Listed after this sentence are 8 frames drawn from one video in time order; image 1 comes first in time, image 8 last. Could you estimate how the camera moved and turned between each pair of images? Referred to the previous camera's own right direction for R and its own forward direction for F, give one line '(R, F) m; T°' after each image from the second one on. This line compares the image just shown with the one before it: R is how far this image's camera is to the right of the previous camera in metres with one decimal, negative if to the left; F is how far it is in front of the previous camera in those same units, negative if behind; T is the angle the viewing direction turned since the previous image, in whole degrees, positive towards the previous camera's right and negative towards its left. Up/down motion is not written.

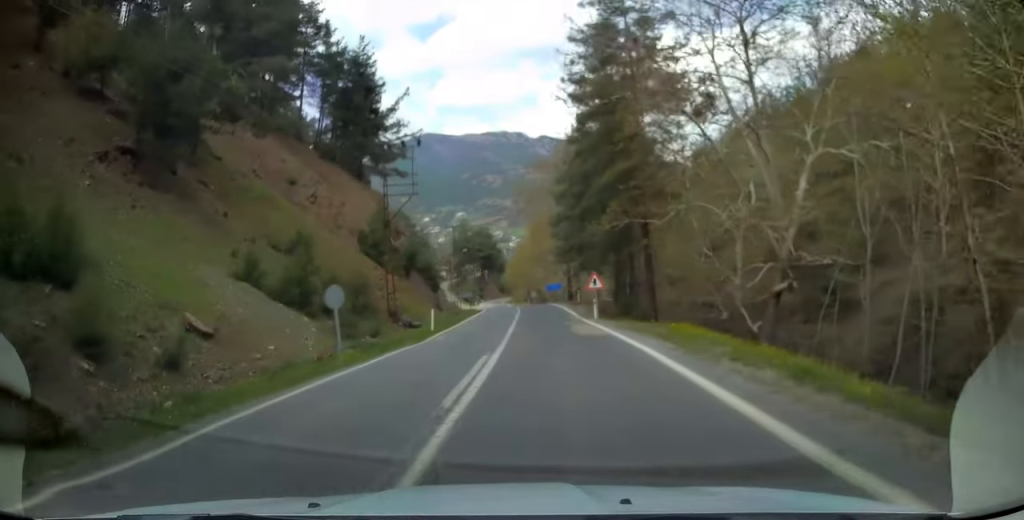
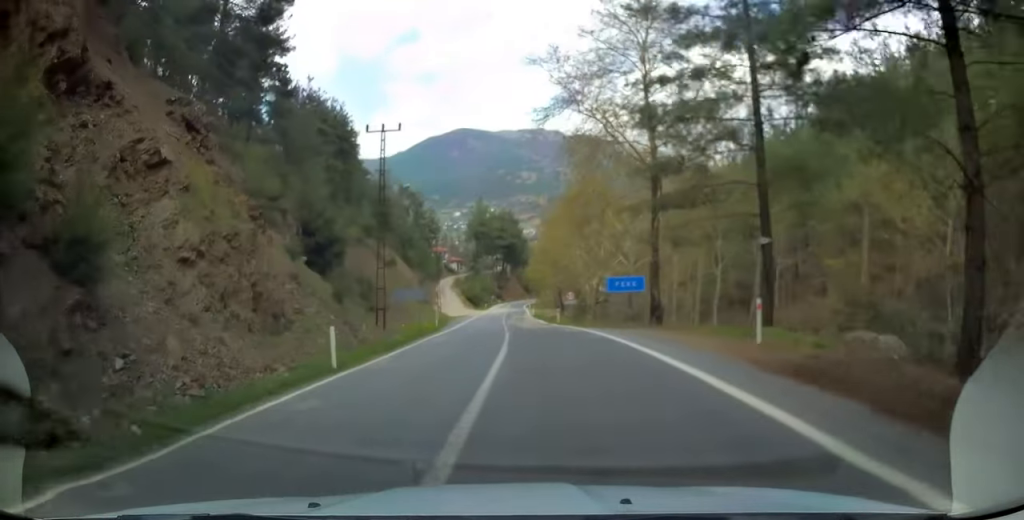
(-1.6, +44.2) m; -4°
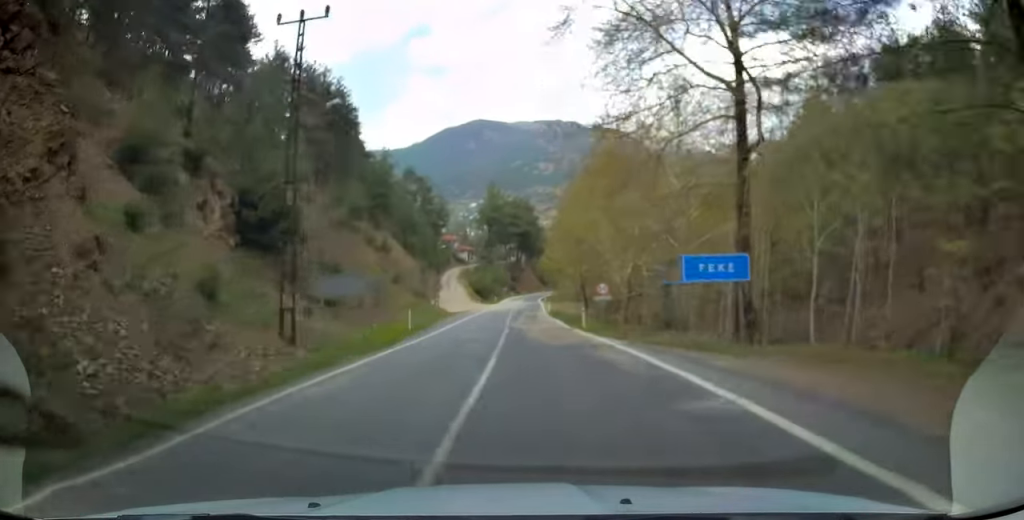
(-0.2, +13.0) m; -1°
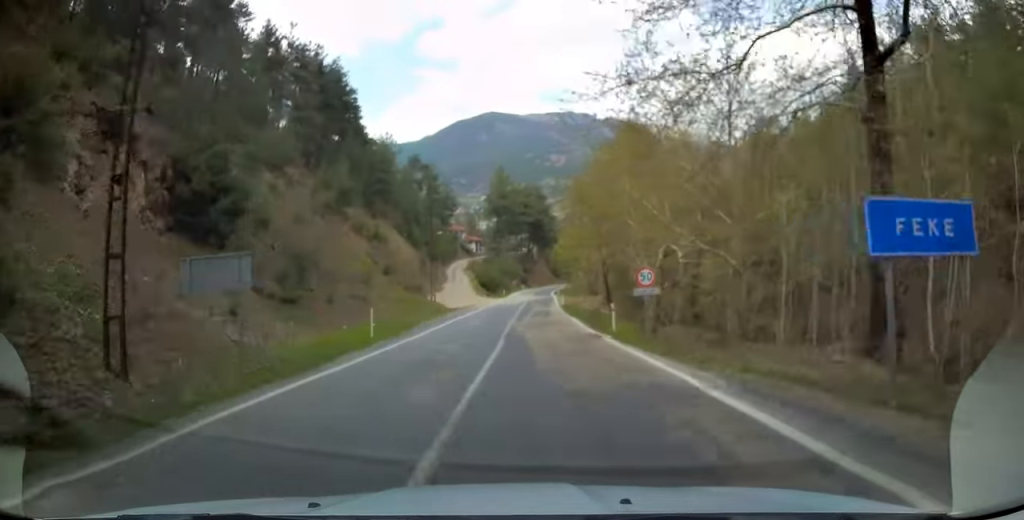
(-0.1, +8.5) m; 0°
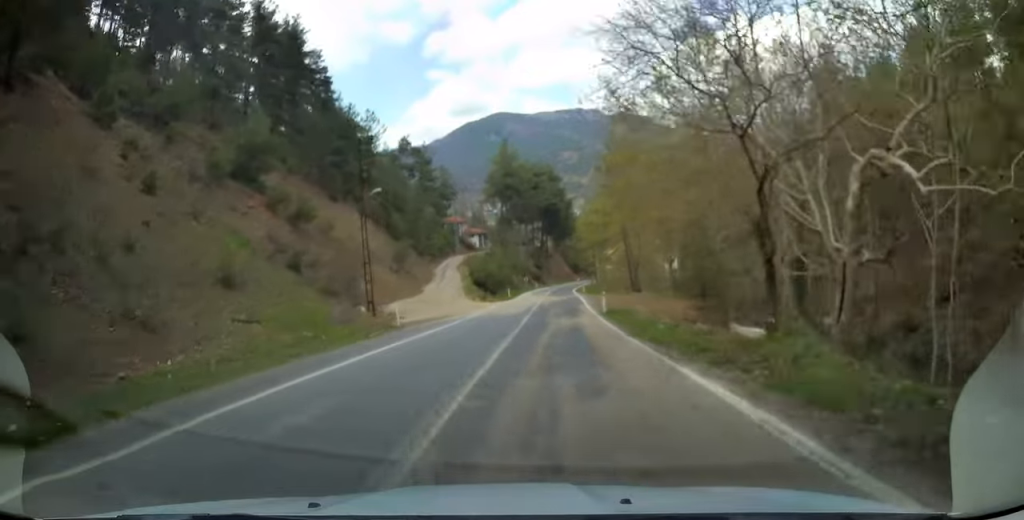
(-0.2, +24.3) m; -1°
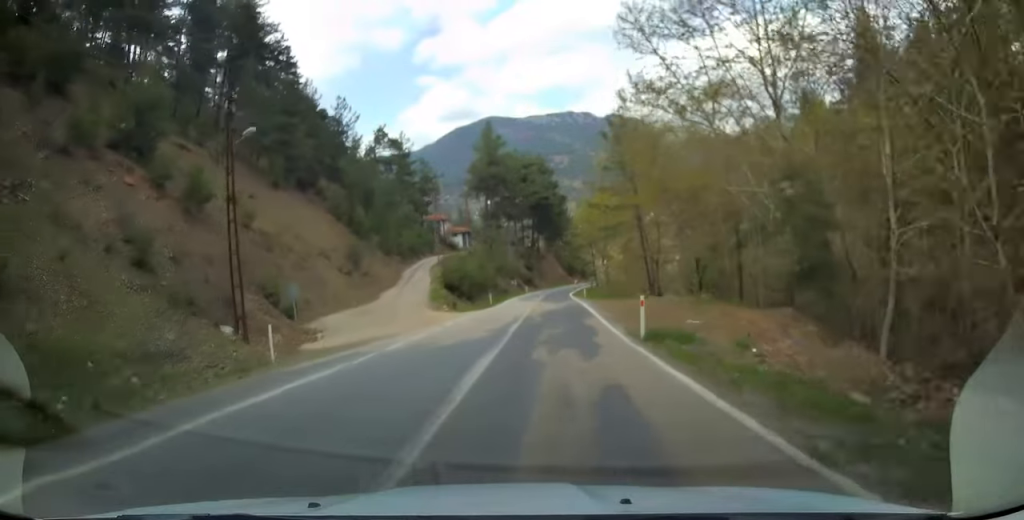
(0.0, +13.5) m; 0°
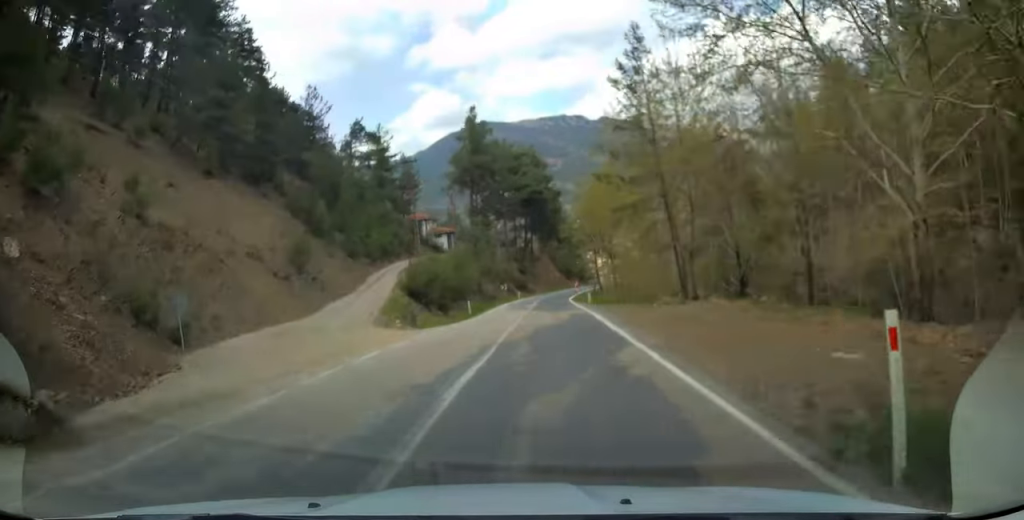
(0.0, +11.6) m; 0°
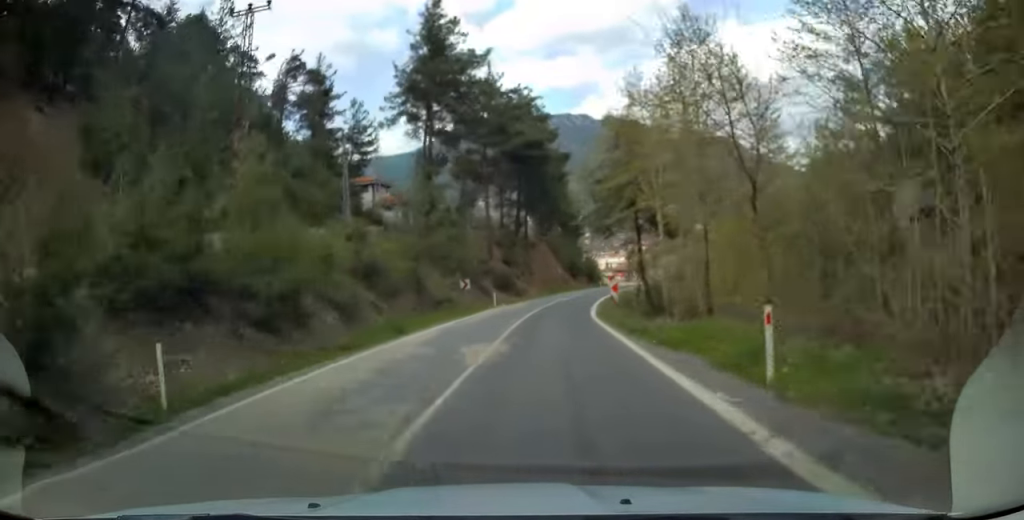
(+0.2, +34.5) m; +1°
